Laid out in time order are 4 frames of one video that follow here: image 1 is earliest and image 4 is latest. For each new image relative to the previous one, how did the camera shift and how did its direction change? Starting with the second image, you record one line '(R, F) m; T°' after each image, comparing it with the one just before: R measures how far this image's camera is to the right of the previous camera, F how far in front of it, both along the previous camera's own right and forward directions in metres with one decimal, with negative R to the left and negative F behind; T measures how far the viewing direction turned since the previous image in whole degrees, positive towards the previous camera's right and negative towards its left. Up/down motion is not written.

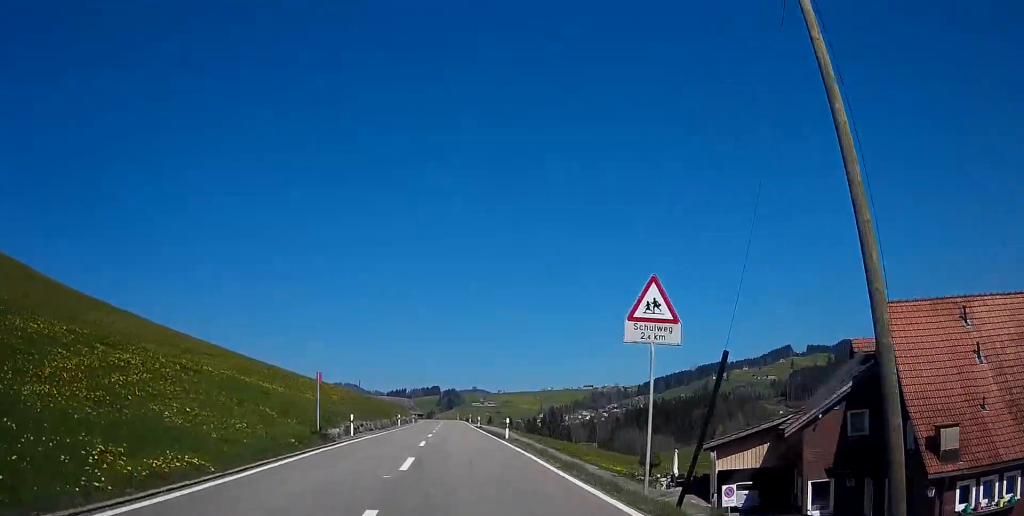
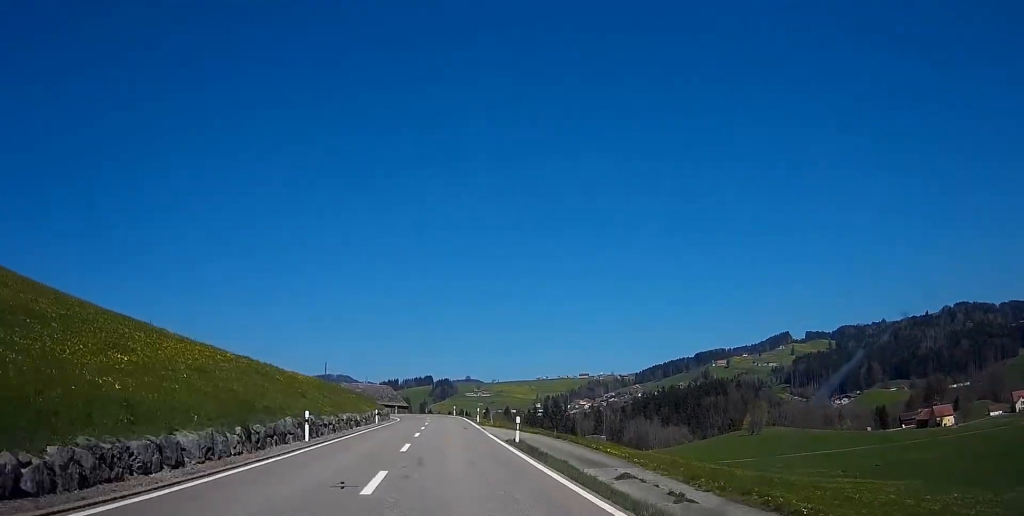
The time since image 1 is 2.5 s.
(+0.2, +39.8) m; 0°
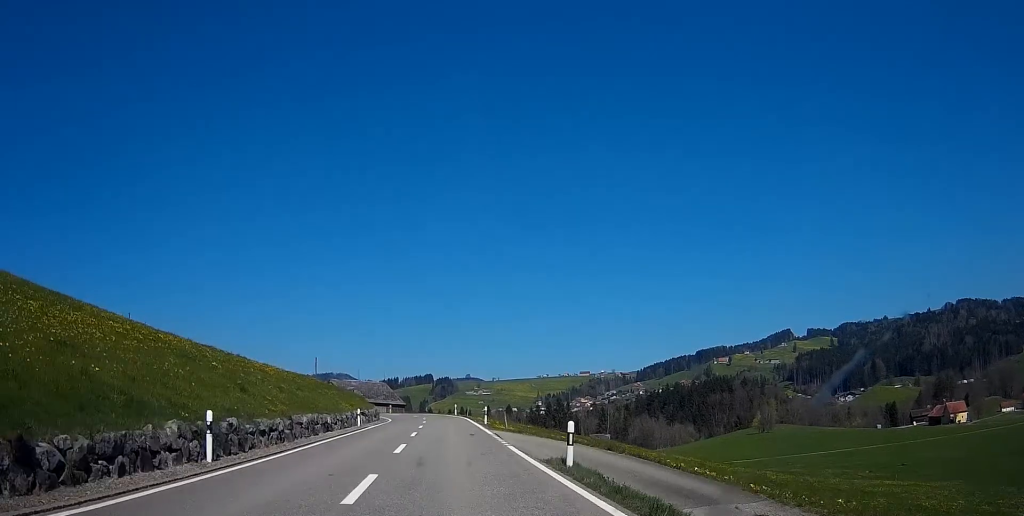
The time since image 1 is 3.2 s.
(0.0, +10.1) m; -1°
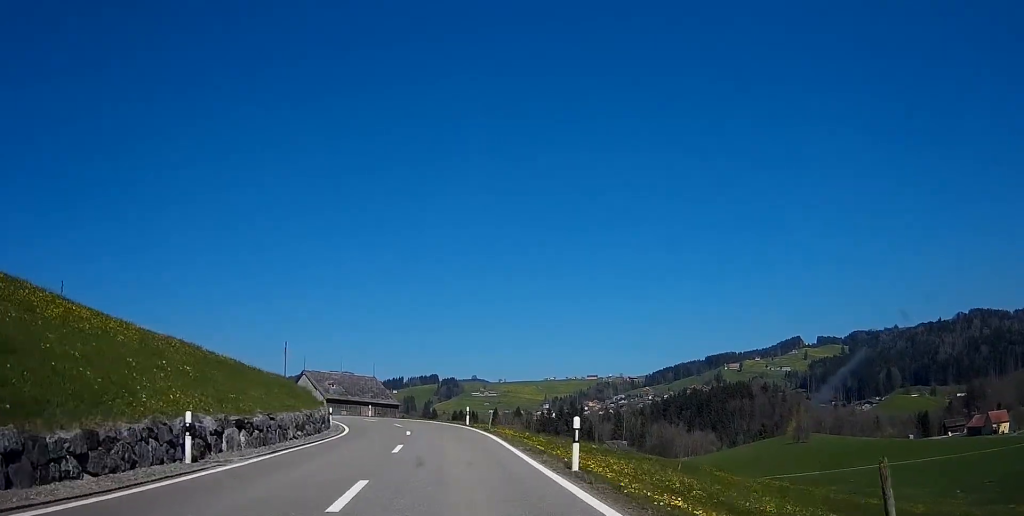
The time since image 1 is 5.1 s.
(-0.7, +26.8) m; -2°
